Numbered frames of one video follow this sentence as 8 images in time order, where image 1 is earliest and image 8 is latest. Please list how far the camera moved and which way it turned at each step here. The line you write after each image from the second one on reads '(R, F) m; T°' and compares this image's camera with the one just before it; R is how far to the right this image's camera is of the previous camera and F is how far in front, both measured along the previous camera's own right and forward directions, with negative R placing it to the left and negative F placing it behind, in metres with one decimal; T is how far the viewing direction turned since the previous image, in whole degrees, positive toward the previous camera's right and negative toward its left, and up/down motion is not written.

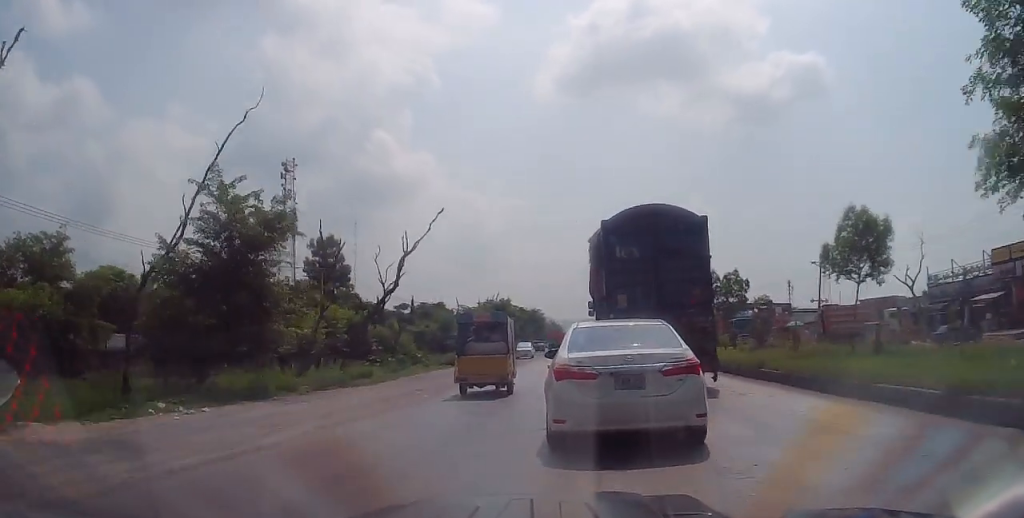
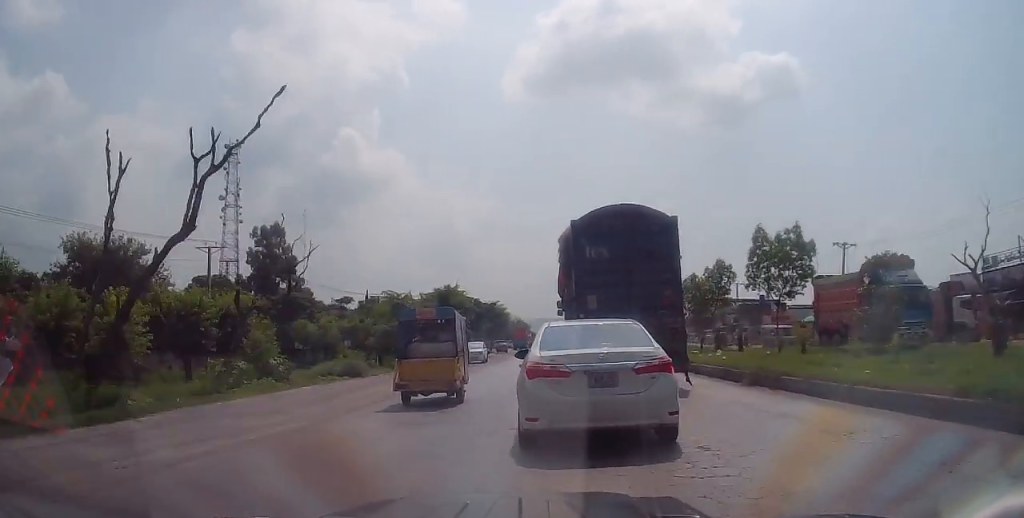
(+0.4, +14.3) m; -2°
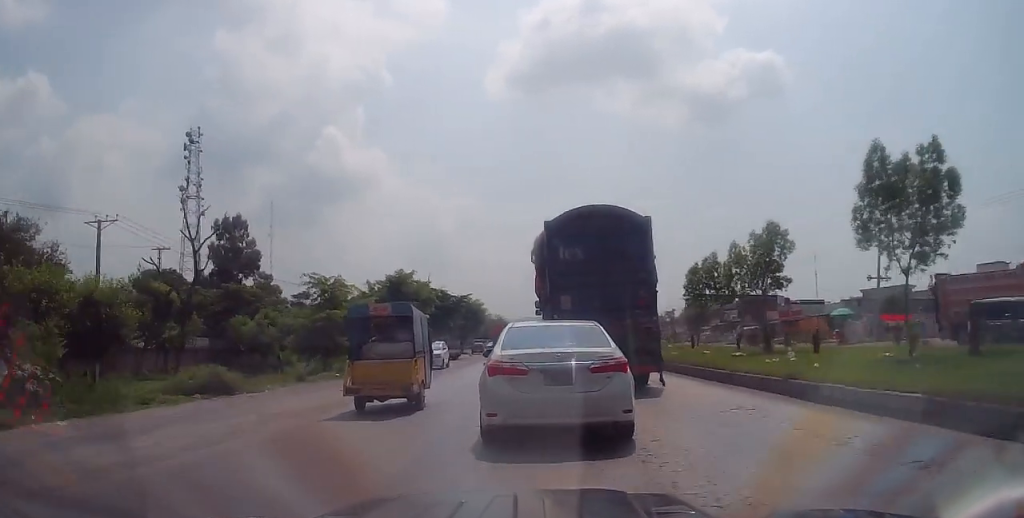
(-0.4, +10.3) m; +2°
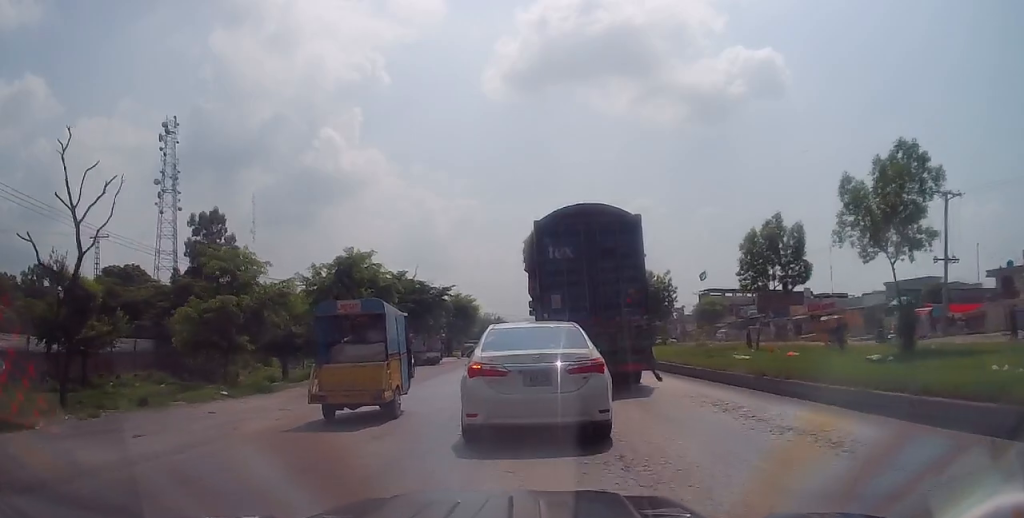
(+0.7, +9.7) m; +3°
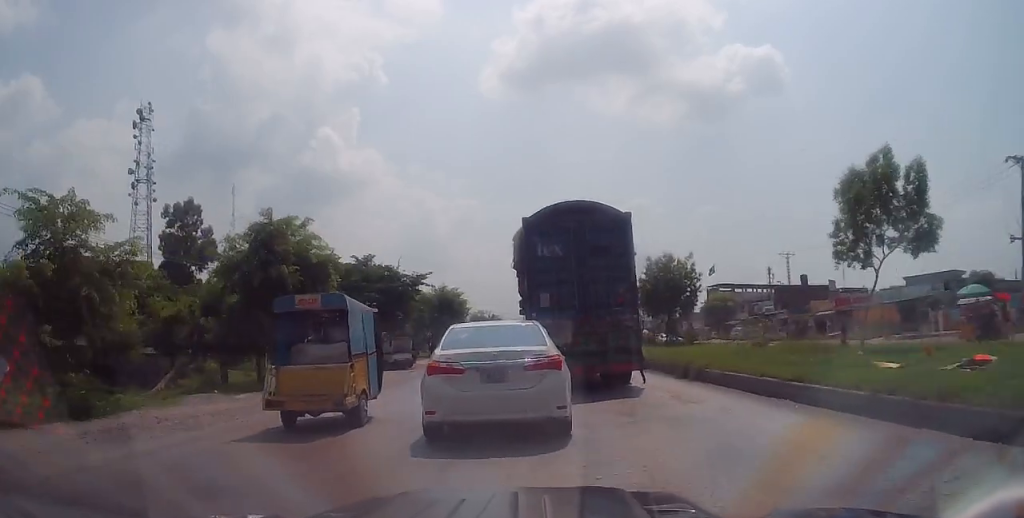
(-0.2, +8.4) m; -1°
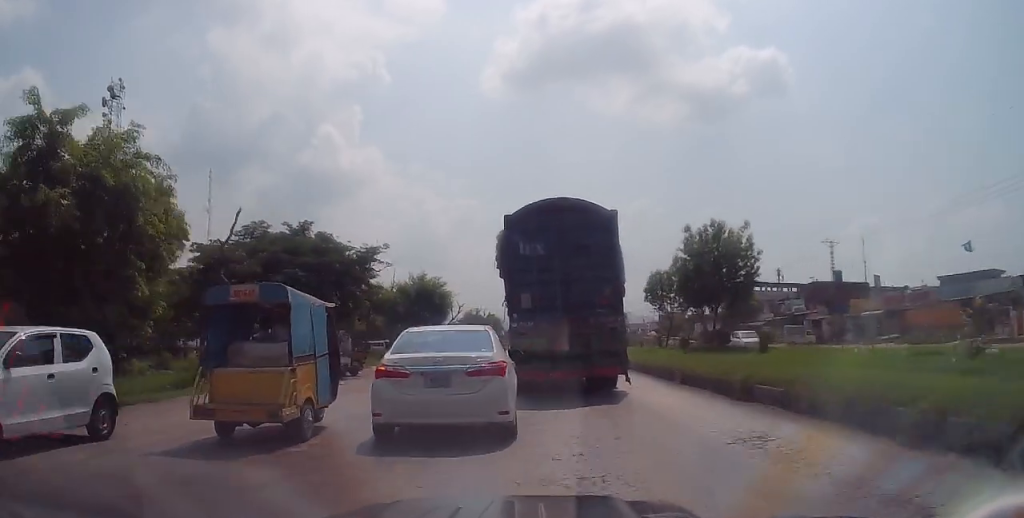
(-0.2, +10.9) m; -2°
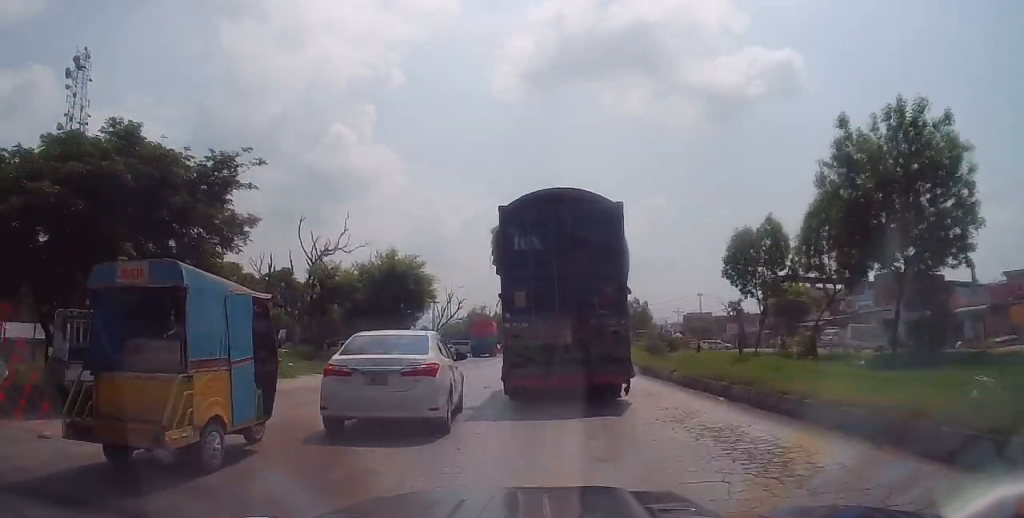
(-0.3, +14.2) m; 0°
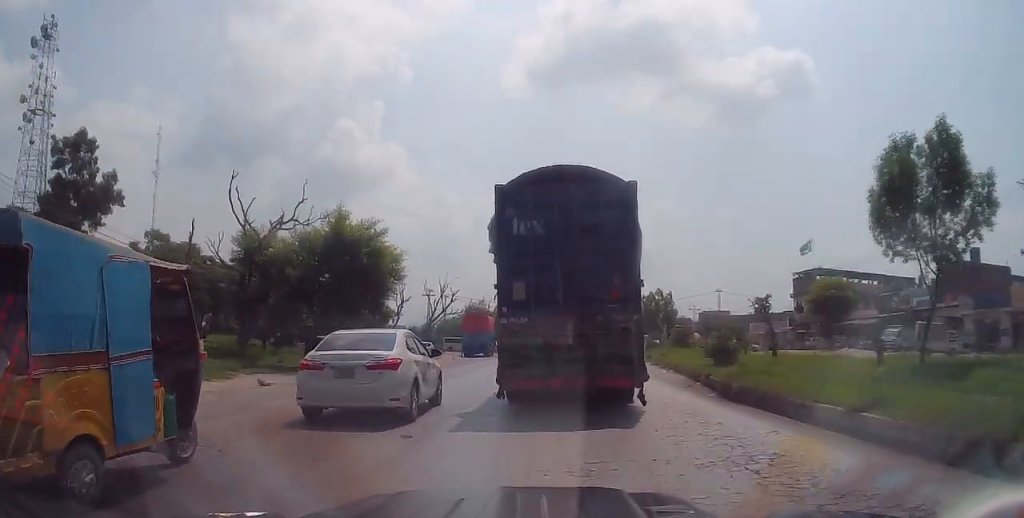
(+0.3, +10.5) m; 0°
